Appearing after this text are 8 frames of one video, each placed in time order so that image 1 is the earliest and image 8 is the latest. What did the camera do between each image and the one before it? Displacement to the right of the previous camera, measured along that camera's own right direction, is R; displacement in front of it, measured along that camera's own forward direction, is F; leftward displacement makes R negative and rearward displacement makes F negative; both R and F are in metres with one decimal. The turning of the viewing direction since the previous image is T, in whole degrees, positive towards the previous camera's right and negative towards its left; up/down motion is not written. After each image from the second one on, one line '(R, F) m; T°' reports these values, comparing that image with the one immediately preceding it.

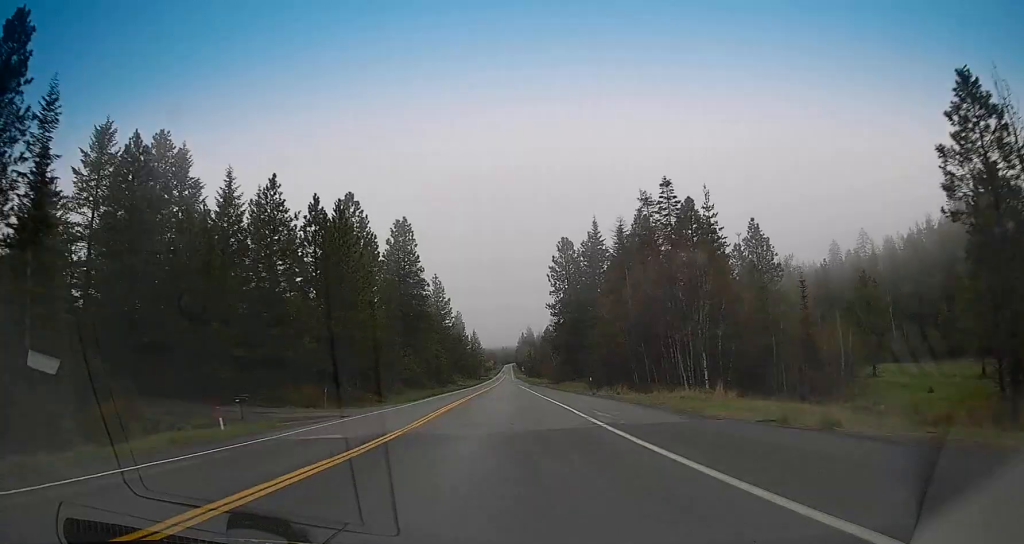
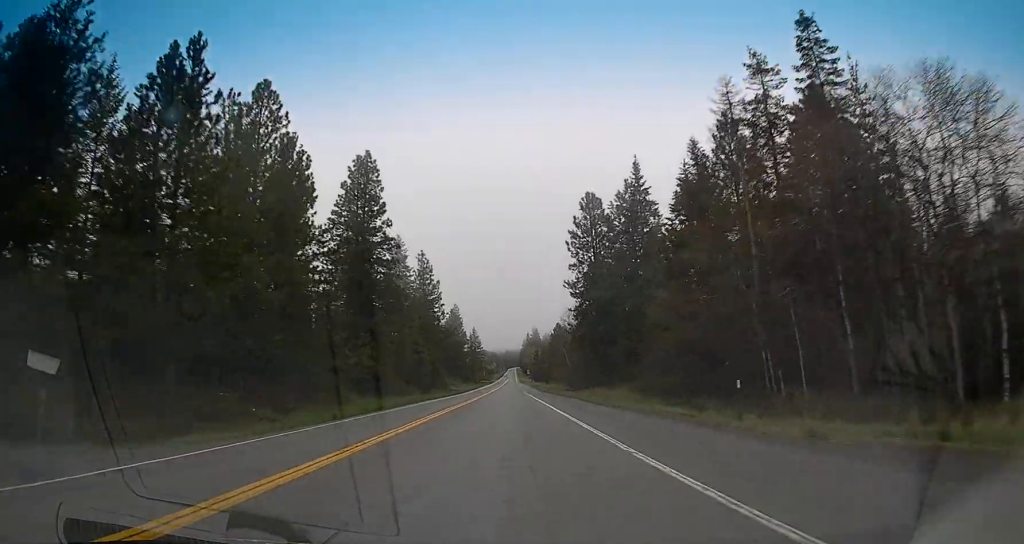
(-0.2, +31.4) m; 0°
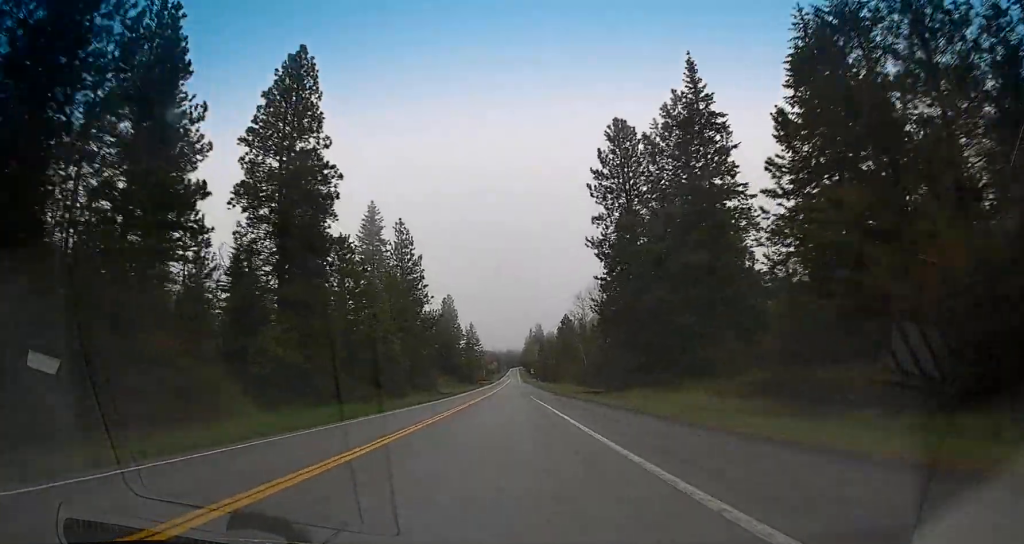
(0.0, +25.0) m; -1°
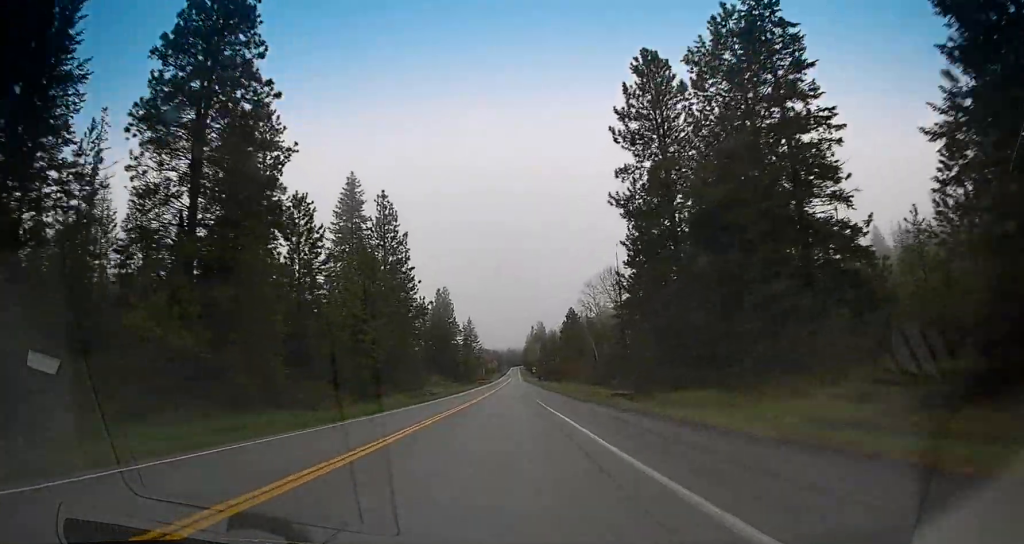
(+0.1, +14.2) m; -1°
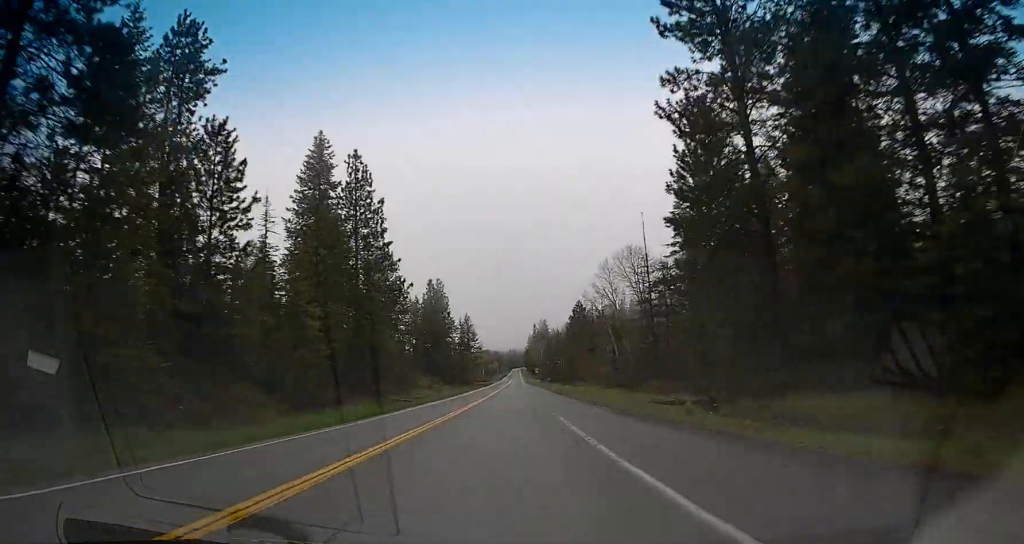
(-0.3, +15.8) m; 0°
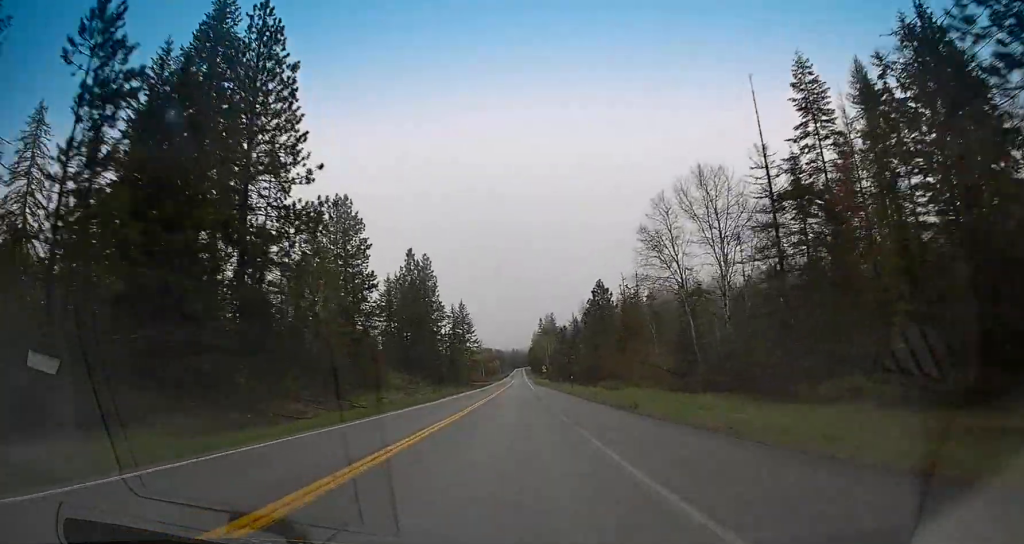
(+0.2, +31.2) m; +1°
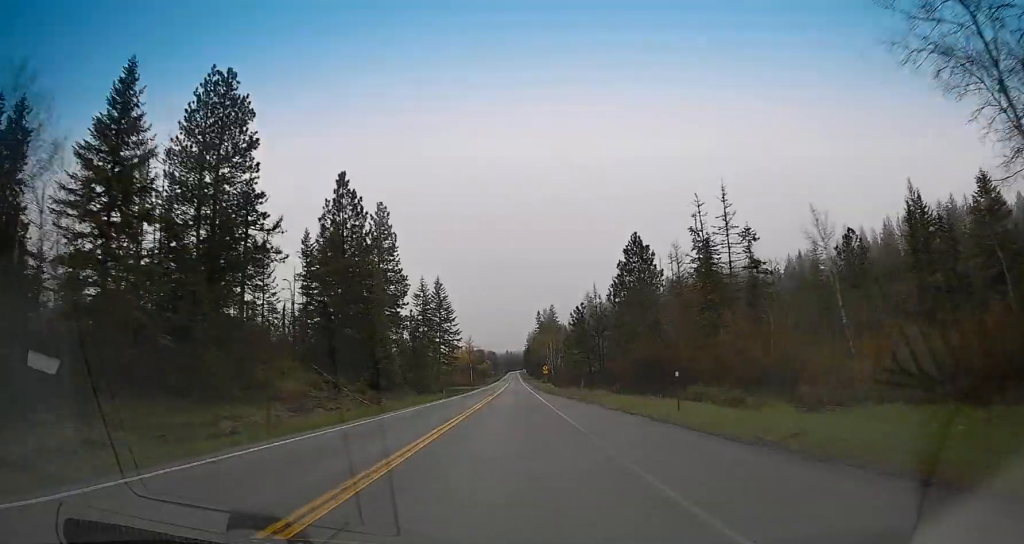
(+0.2, +40.6) m; 0°
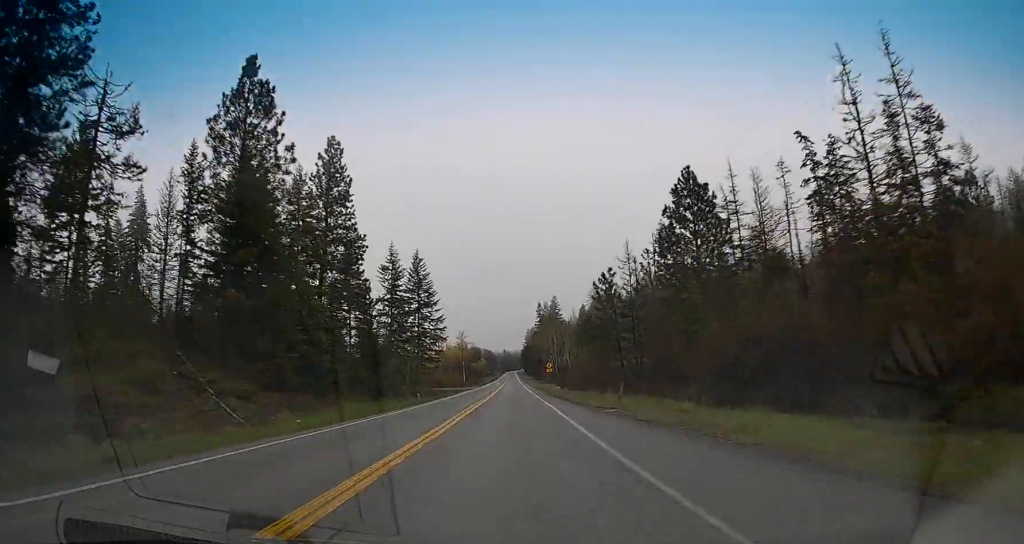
(0.0, +24.5) m; +1°
